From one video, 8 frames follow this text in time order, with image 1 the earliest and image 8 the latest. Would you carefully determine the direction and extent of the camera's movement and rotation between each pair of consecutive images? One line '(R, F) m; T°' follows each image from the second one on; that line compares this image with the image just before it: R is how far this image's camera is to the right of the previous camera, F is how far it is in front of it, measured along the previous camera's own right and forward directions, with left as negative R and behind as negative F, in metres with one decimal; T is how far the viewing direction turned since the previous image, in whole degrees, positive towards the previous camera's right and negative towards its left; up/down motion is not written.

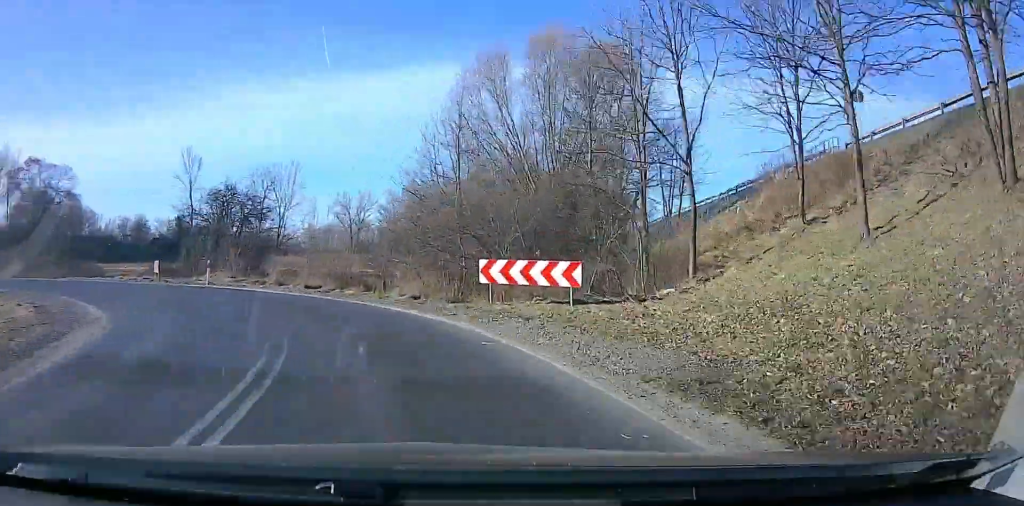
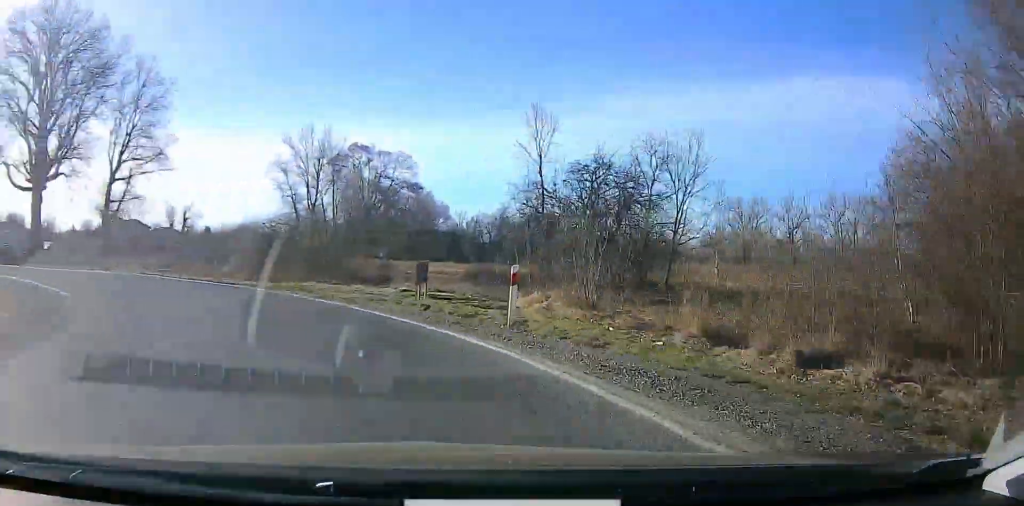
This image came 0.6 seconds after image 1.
(-1.8, +22.3) m; -10°
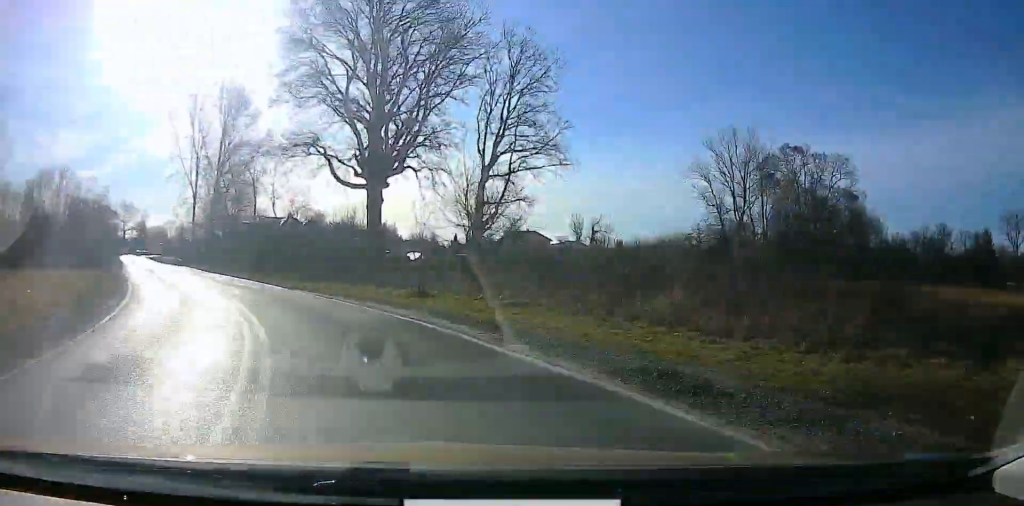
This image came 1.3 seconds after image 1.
(-0.6, +20.4) m; -23°
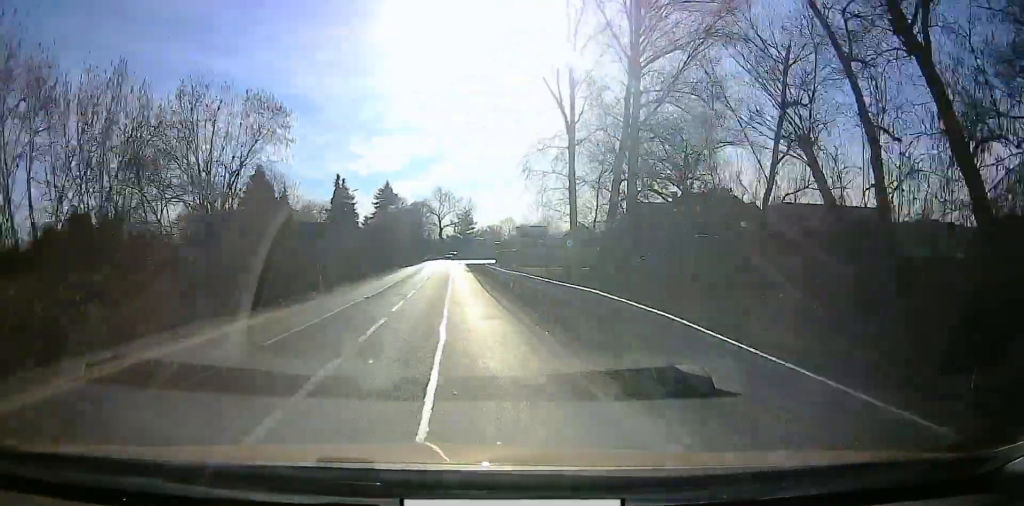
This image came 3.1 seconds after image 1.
(-31.3, +50.4) m; -40°
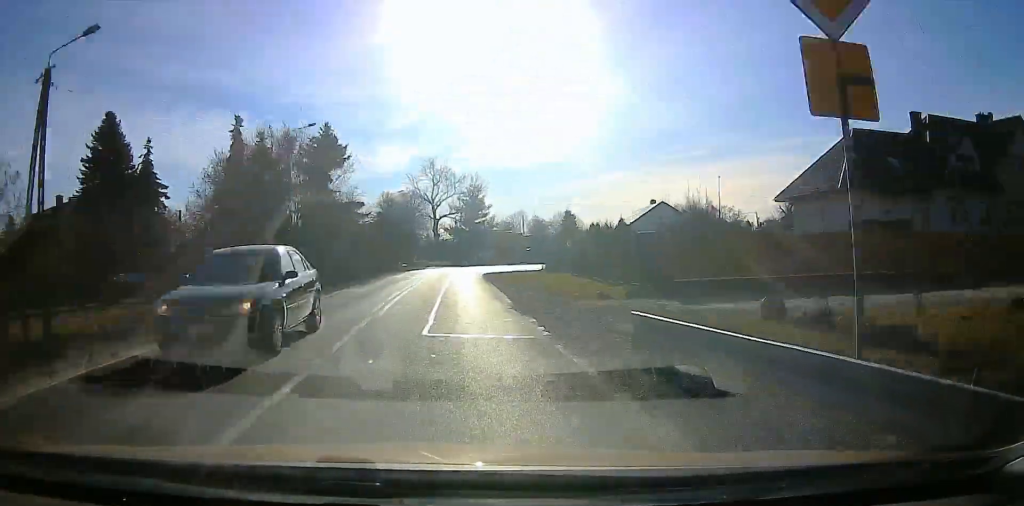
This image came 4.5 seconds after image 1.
(+0.1, +49.0) m; +23°
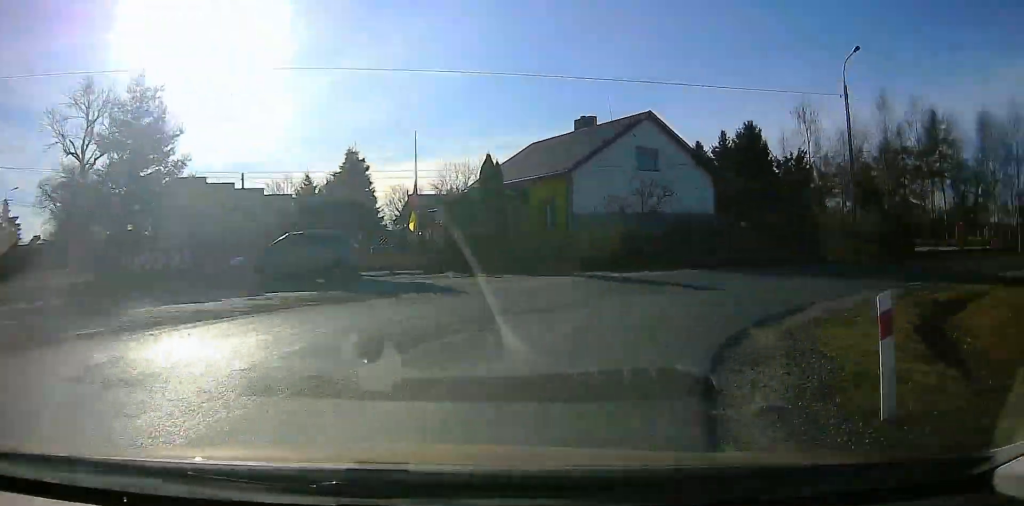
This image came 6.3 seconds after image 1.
(+27.6, +42.5) m; +40°
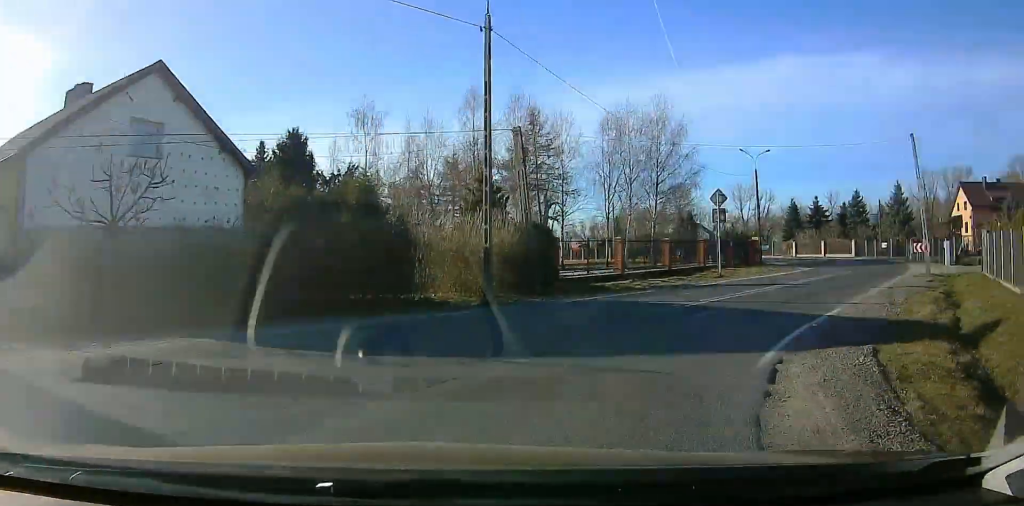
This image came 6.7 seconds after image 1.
(+0.3, +13.3) m; +1°
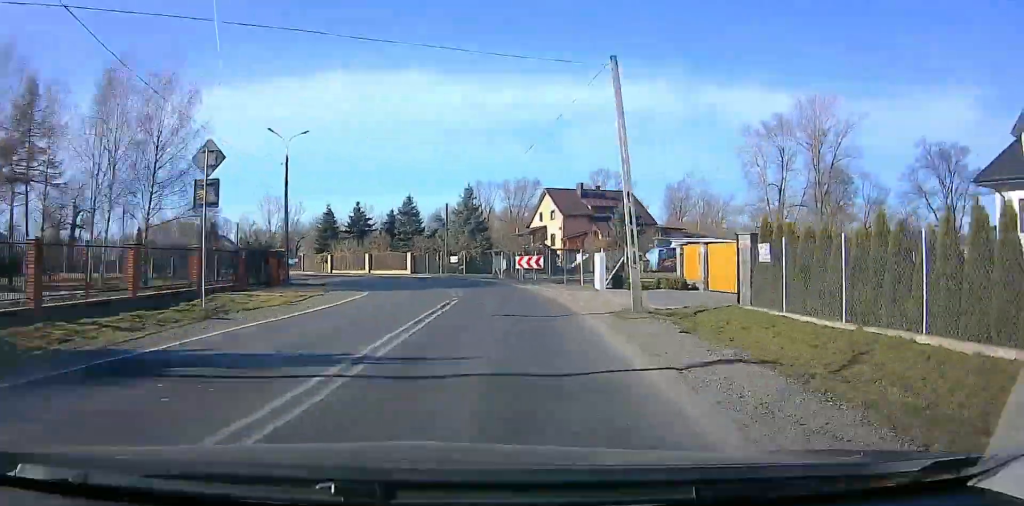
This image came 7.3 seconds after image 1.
(0.0, +14.8) m; 0°
